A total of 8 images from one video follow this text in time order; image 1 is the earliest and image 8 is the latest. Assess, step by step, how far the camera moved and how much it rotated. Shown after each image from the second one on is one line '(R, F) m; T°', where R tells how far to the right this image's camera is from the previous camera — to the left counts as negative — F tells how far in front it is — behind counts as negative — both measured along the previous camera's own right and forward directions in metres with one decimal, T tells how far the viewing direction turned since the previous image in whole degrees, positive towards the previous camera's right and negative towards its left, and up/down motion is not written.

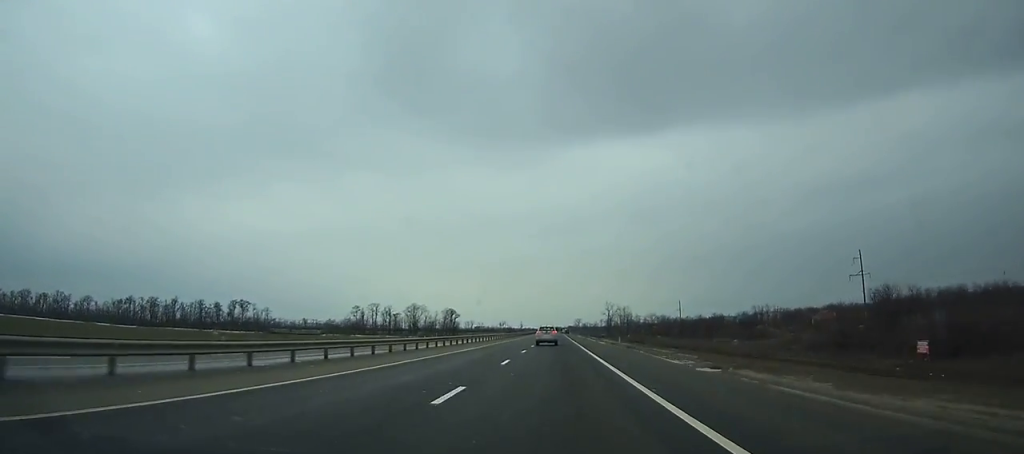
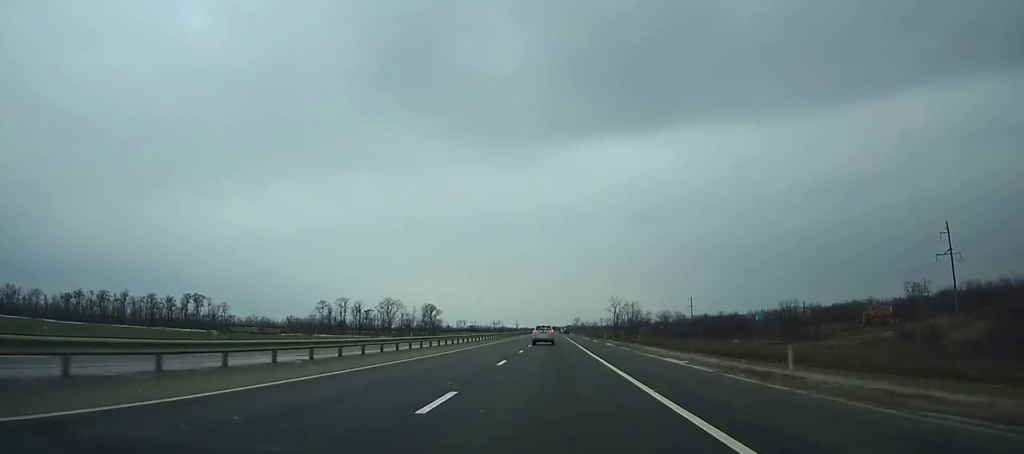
(0.0, +37.3) m; 0°
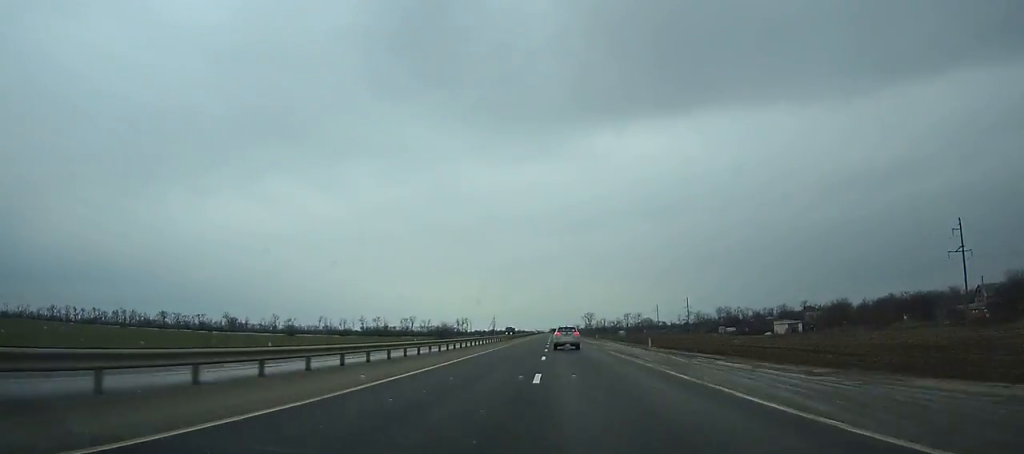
(+0.2, +221.8) m; +1°
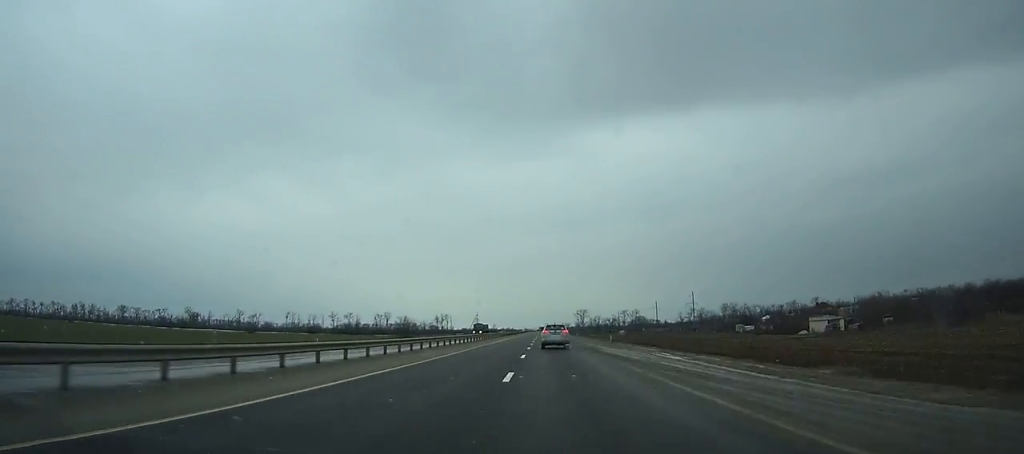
(+0.3, +34.2) m; 0°
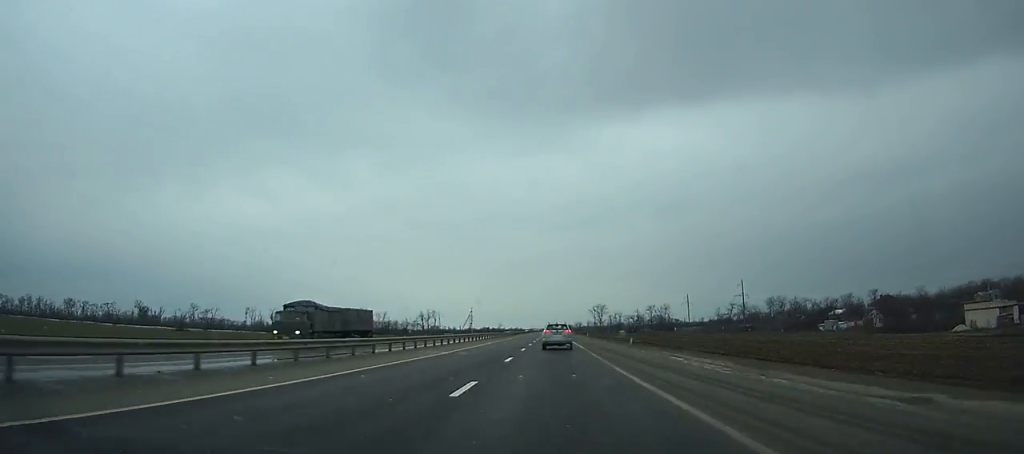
(-0.3, +63.1) m; -1°
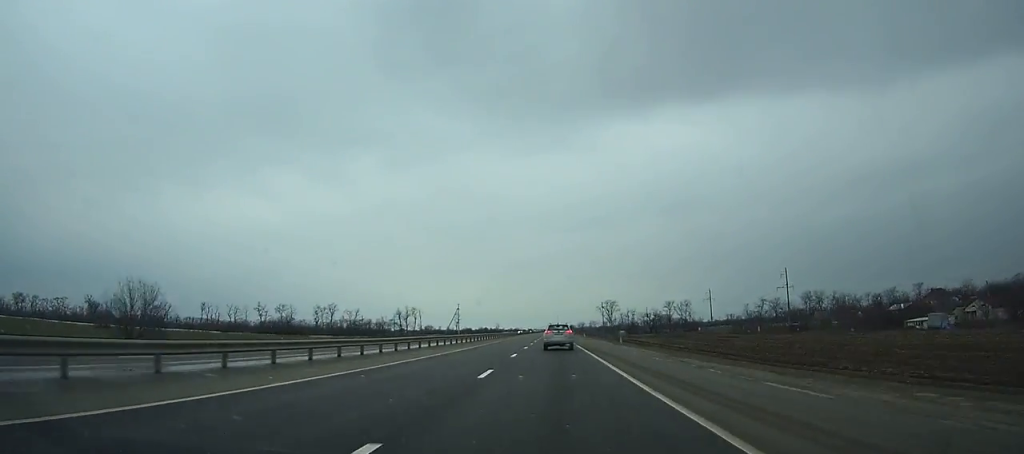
(-0.2, +43.6) m; 0°
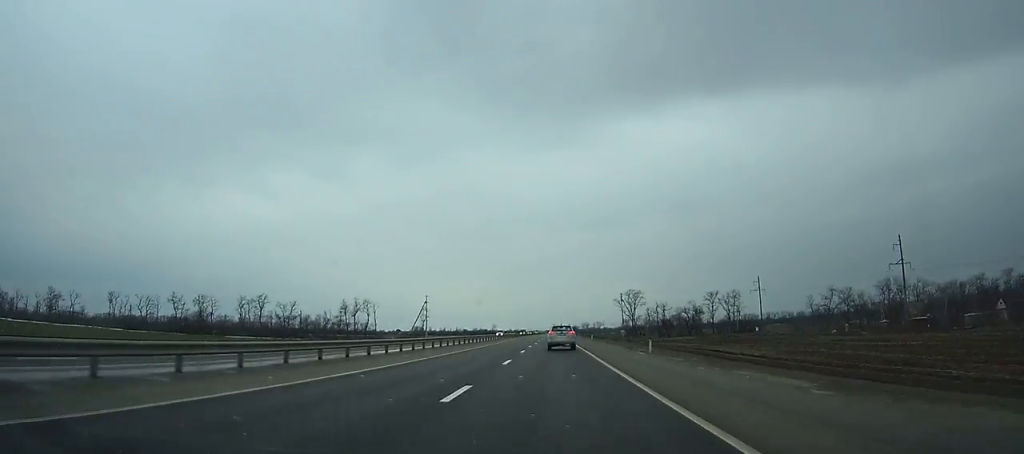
(-0.2, +65.2) m; 0°
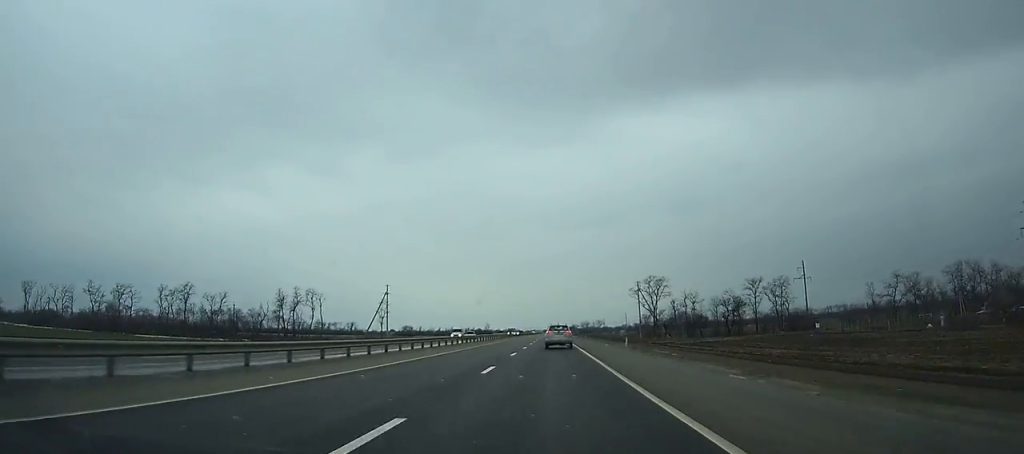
(+0.2, +41.2) m; 0°
